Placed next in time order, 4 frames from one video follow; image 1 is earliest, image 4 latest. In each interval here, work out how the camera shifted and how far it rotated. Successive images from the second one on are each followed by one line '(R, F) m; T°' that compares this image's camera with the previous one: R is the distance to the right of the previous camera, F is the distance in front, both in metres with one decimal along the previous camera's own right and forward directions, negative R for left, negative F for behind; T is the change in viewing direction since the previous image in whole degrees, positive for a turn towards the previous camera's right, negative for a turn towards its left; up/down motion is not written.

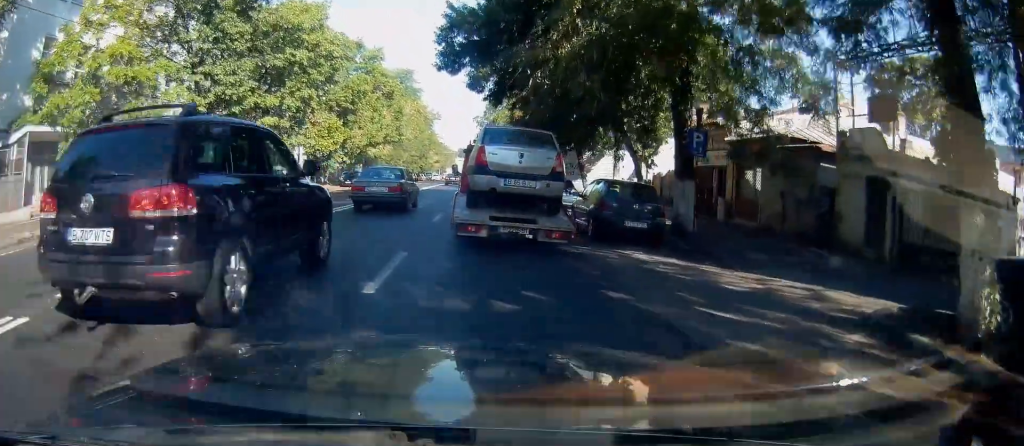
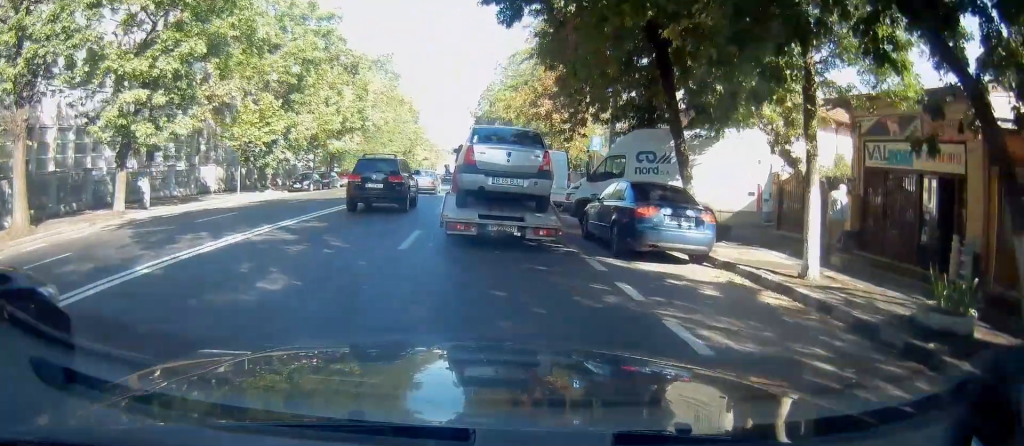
(+0.4, +14.4) m; +2°
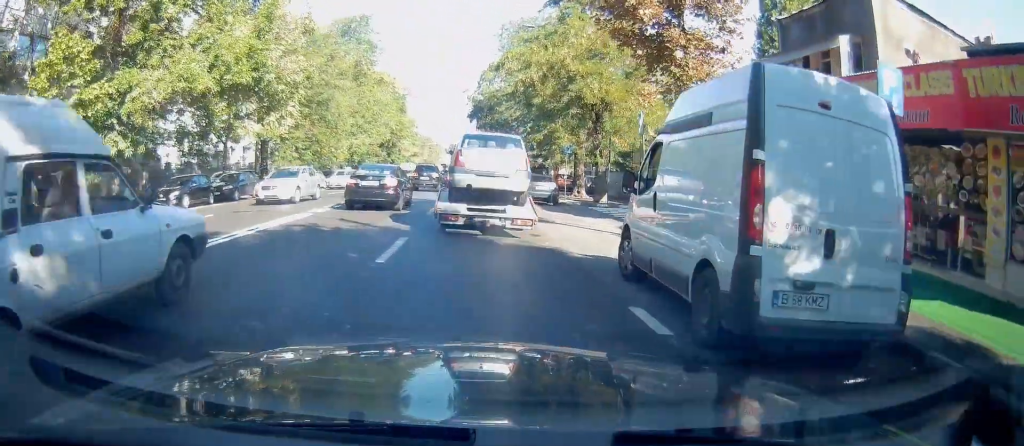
(+0.1, +19.0) m; -1°
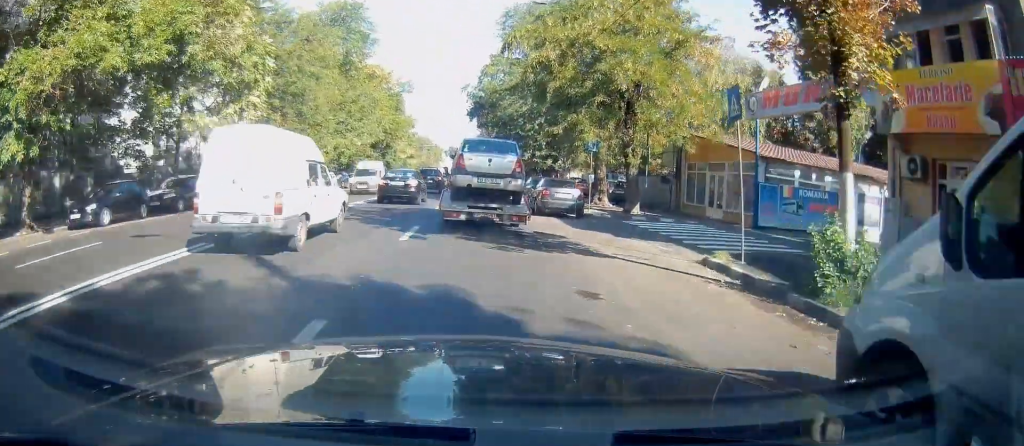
(+0.1, +6.2) m; -1°
